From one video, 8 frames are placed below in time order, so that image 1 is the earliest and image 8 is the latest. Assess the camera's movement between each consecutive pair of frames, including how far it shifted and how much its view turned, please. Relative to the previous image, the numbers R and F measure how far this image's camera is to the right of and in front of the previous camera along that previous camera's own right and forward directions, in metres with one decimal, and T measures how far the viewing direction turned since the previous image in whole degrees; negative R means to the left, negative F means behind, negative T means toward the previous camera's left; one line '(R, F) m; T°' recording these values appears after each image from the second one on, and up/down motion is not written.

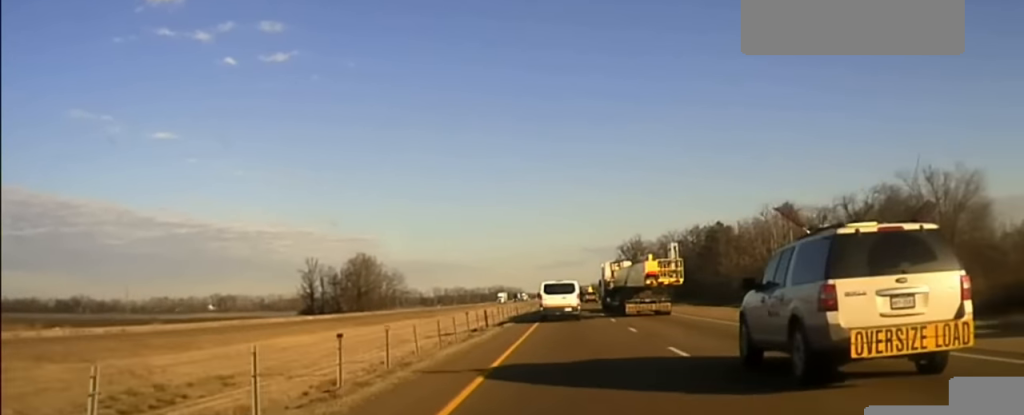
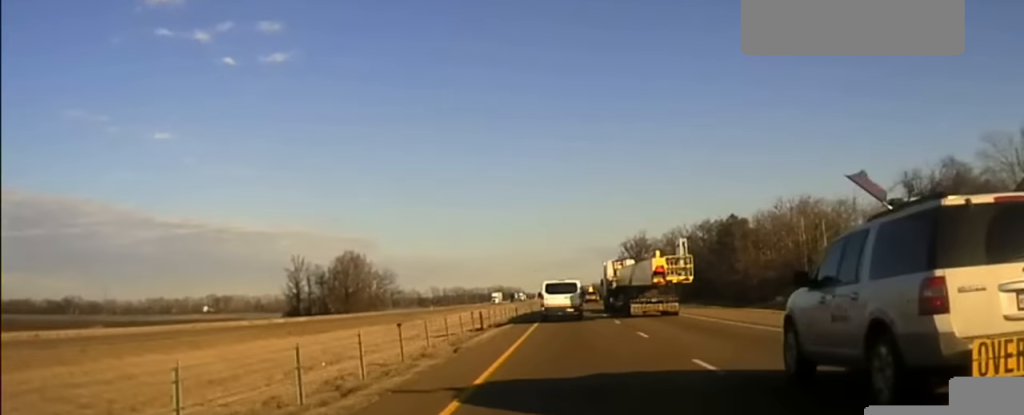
(+0.2, +18.6) m; 0°
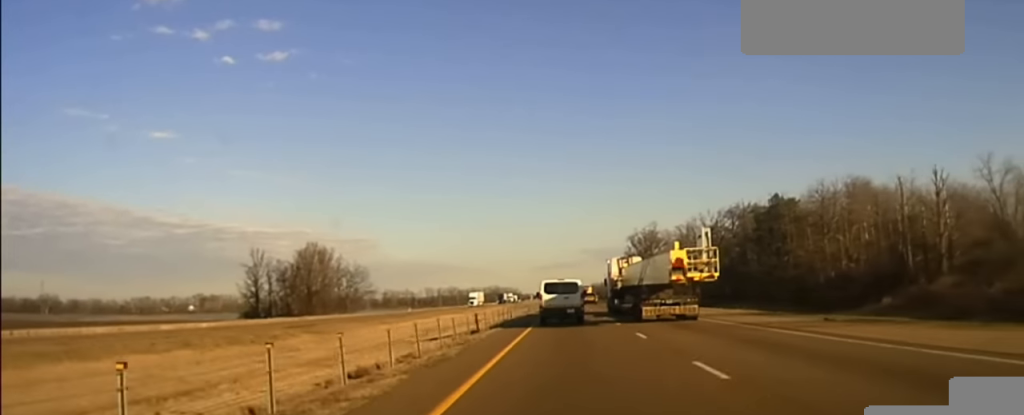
(+0.3, +34.7) m; +1°
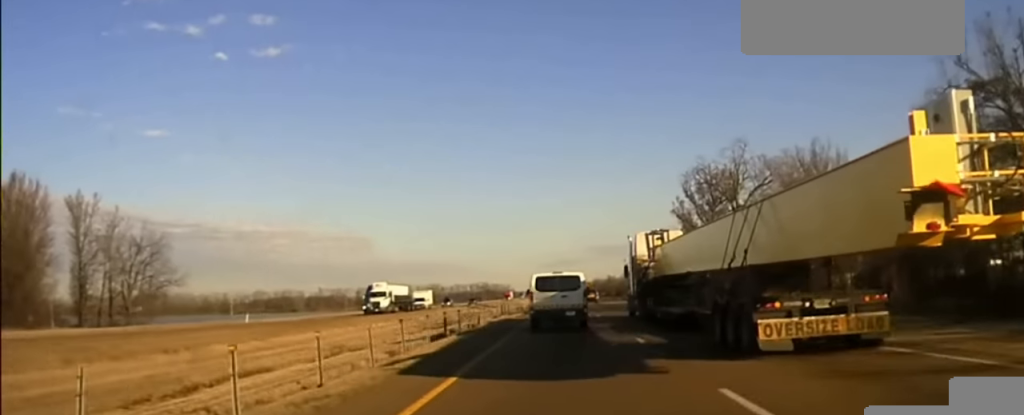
(+0.3, +127.7) m; -1°
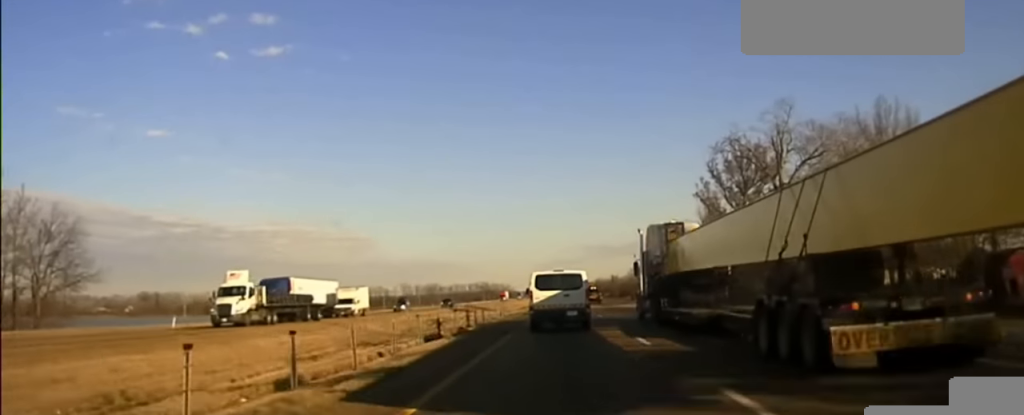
(-0.2, +23.4) m; 0°
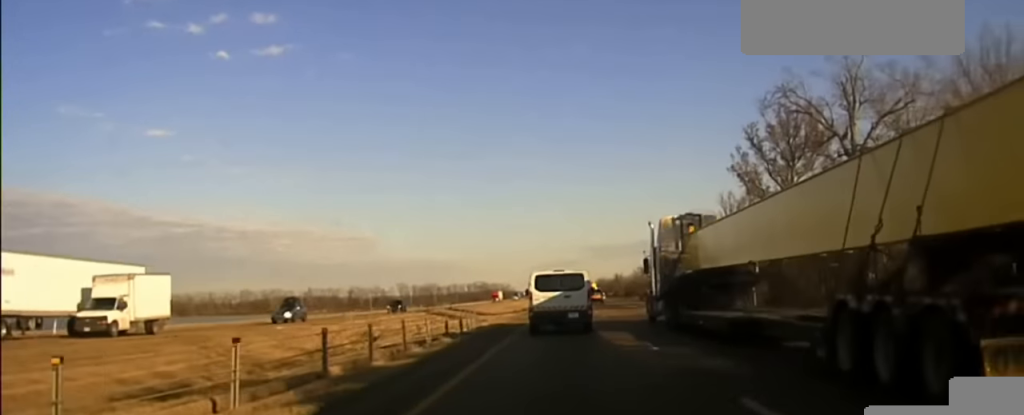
(-0.2, +28.1) m; 0°
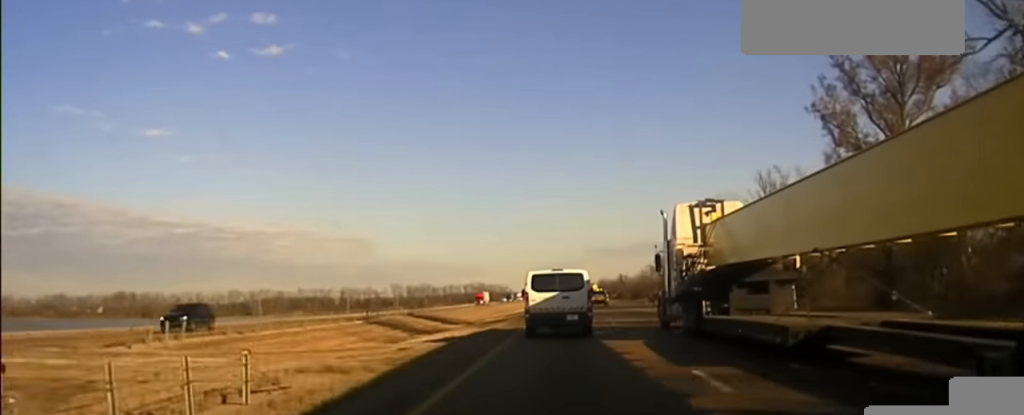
(+0.4, +32.2) m; +1°
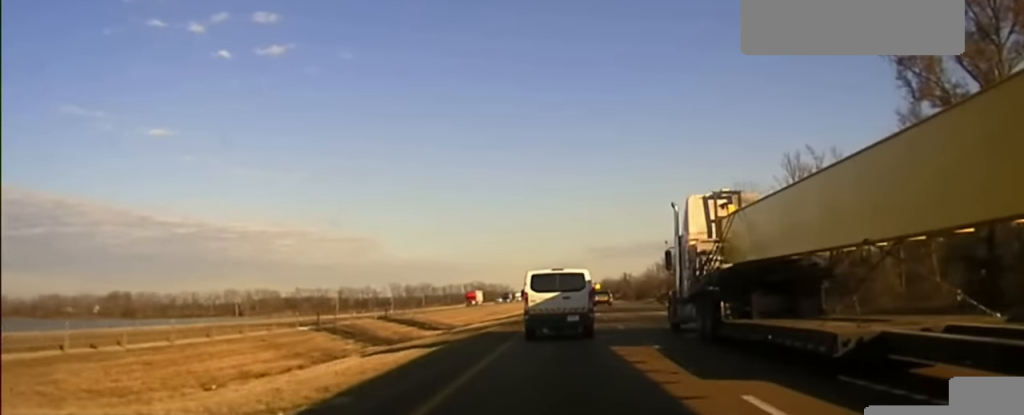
(0.0, +14.5) m; 0°
